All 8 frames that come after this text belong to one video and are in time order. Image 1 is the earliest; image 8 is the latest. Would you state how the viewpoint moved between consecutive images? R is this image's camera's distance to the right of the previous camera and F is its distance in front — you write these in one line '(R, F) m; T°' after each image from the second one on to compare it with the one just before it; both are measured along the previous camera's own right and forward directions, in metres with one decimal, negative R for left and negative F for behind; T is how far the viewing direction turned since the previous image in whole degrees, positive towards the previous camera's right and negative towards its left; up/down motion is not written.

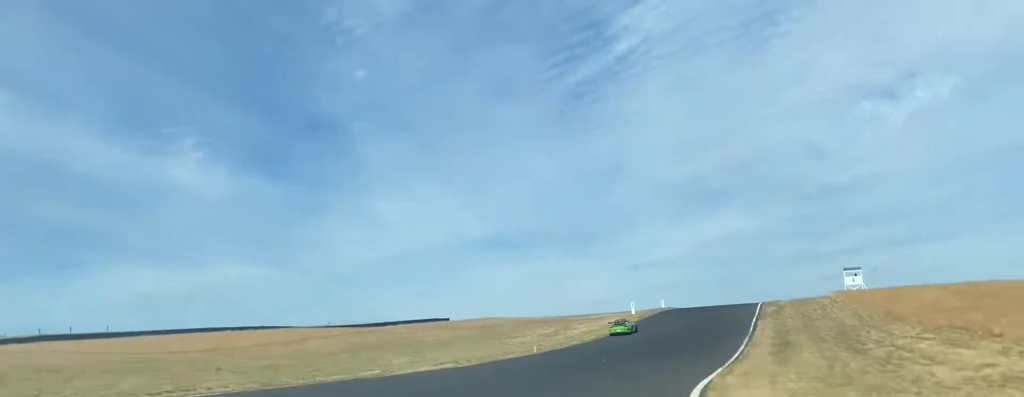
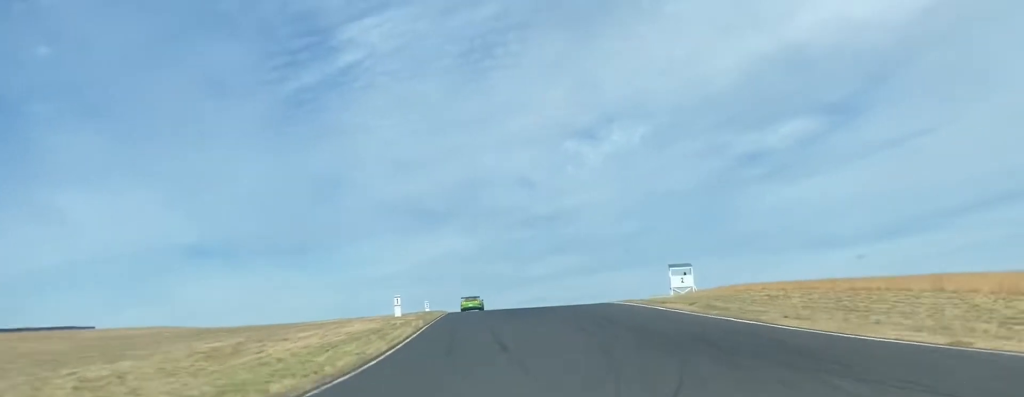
(+9.5, +47.9) m; +18°
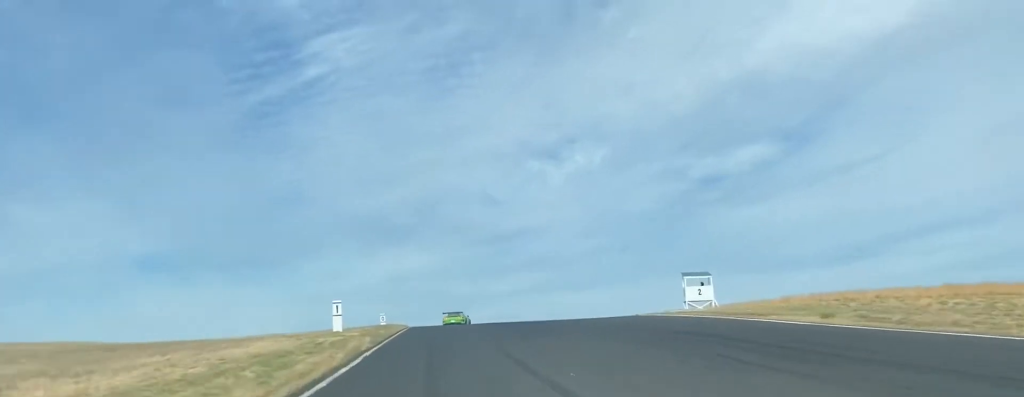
(+0.6, +16.6) m; 0°
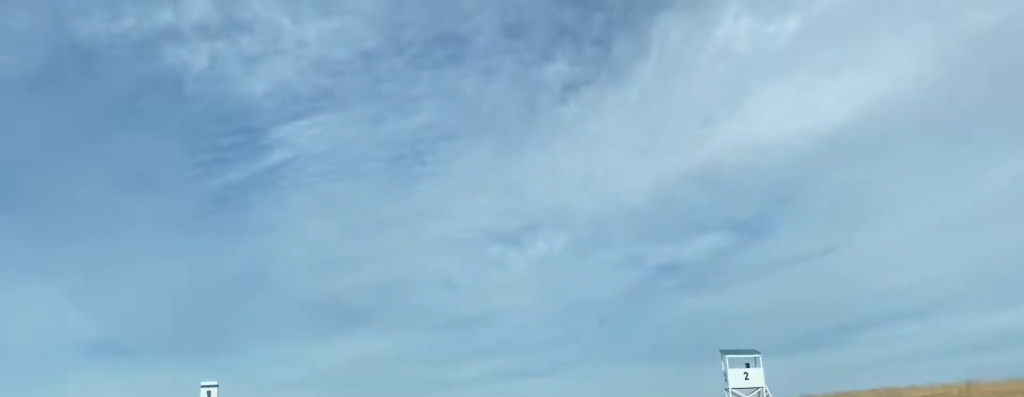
(+0.7, +16.5) m; -1°
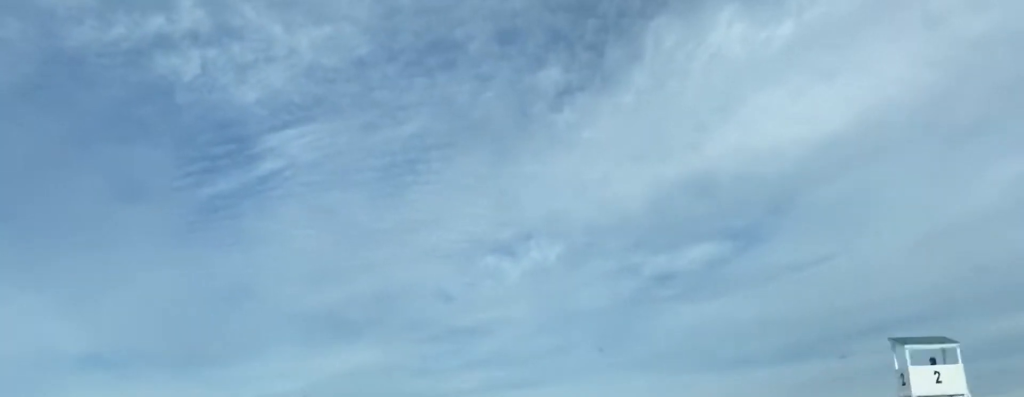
(-0.9, +19.7) m; -2°
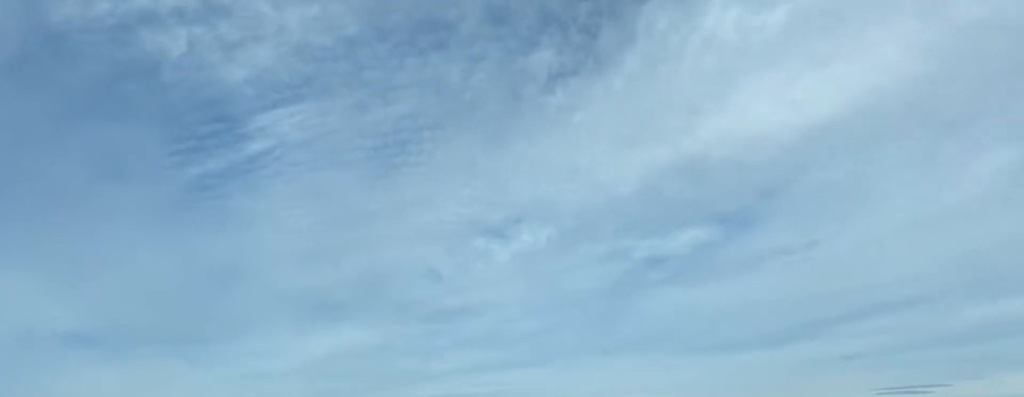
(-0.4, +14.2) m; -1°
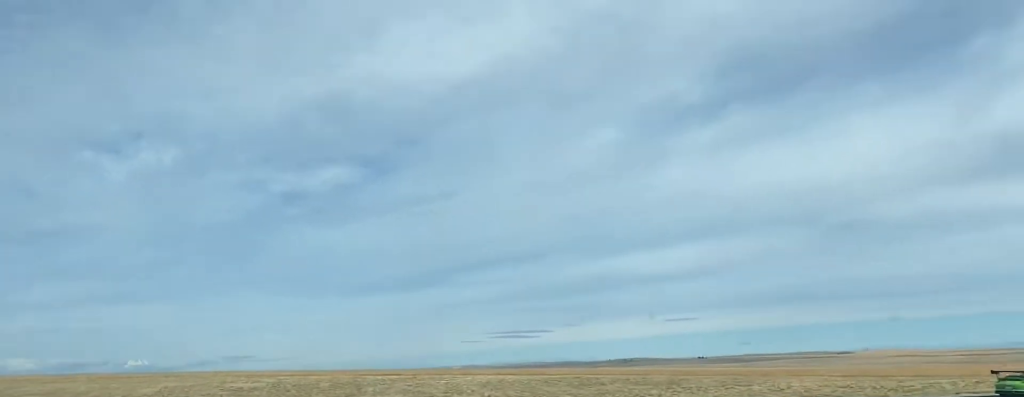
(+3.8, +32.5) m; +27°
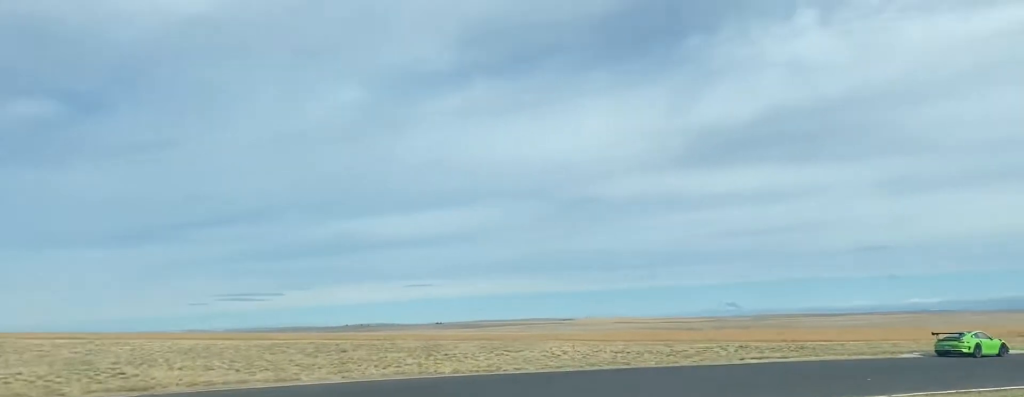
(+0.1, +9.6) m; +18°
